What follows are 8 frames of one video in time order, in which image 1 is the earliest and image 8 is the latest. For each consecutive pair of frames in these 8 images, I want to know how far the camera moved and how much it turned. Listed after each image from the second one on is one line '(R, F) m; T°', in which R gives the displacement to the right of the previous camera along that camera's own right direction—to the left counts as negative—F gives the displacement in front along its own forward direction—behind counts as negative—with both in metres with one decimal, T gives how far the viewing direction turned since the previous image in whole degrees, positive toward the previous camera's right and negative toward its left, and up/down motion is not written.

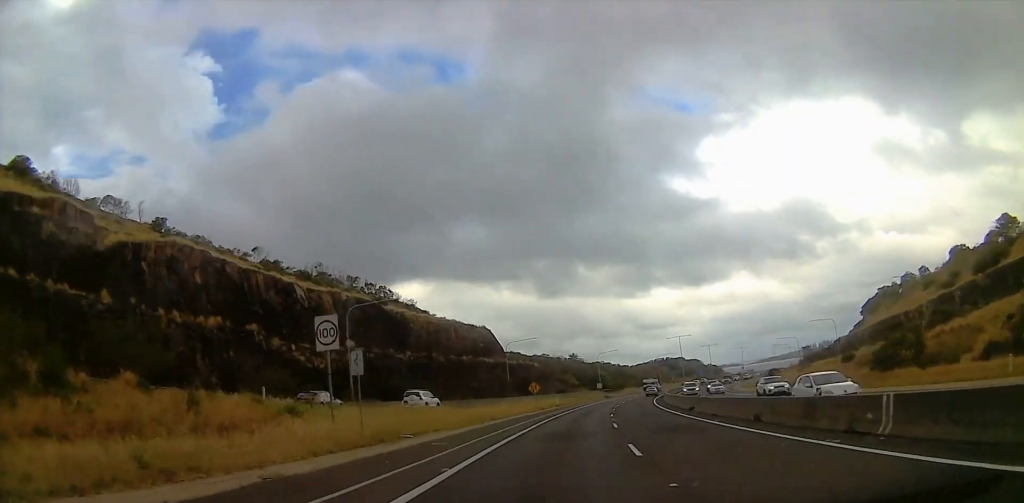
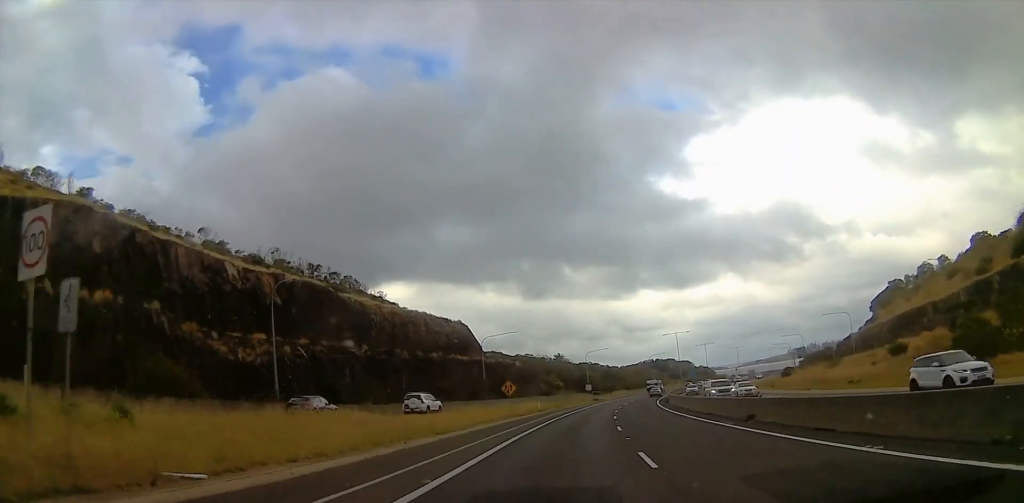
(-0.1, +13.8) m; +1°
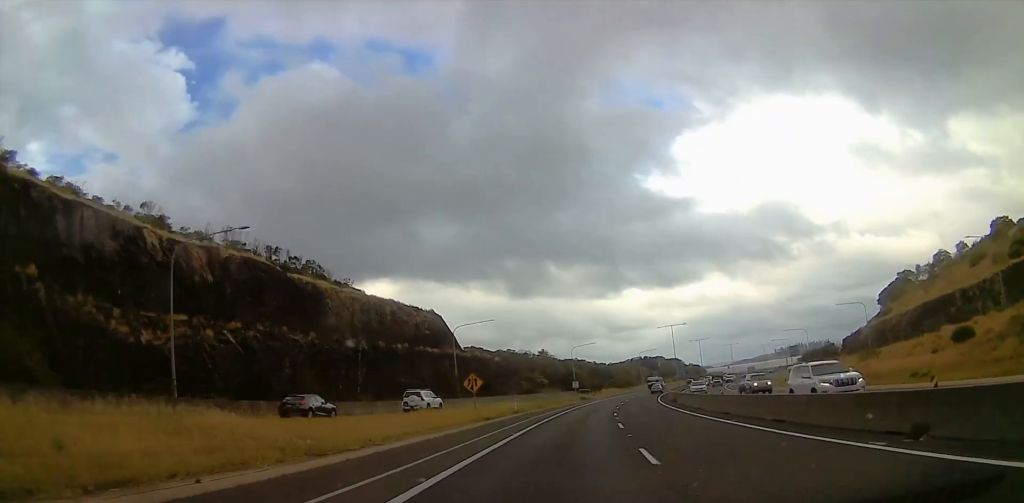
(+0.2, +12.7) m; +1°
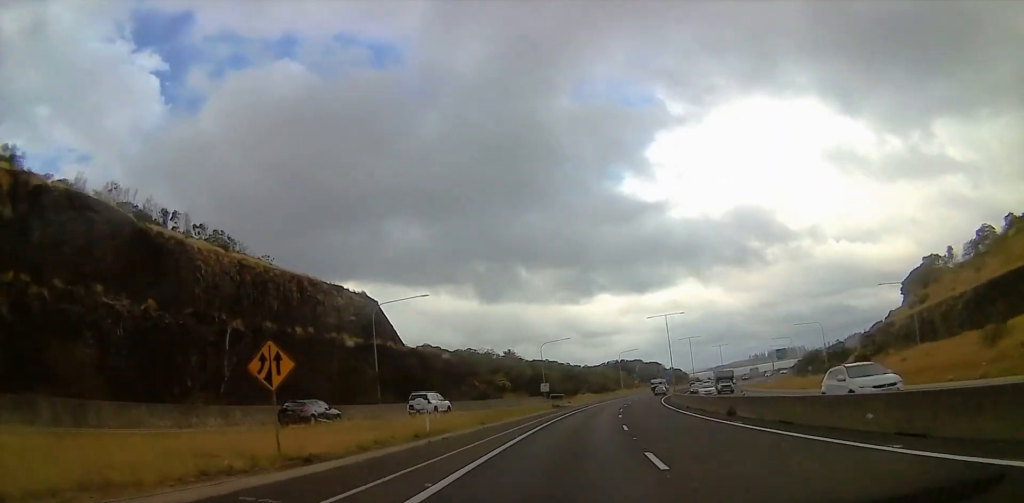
(+0.7, +24.3) m; +3°
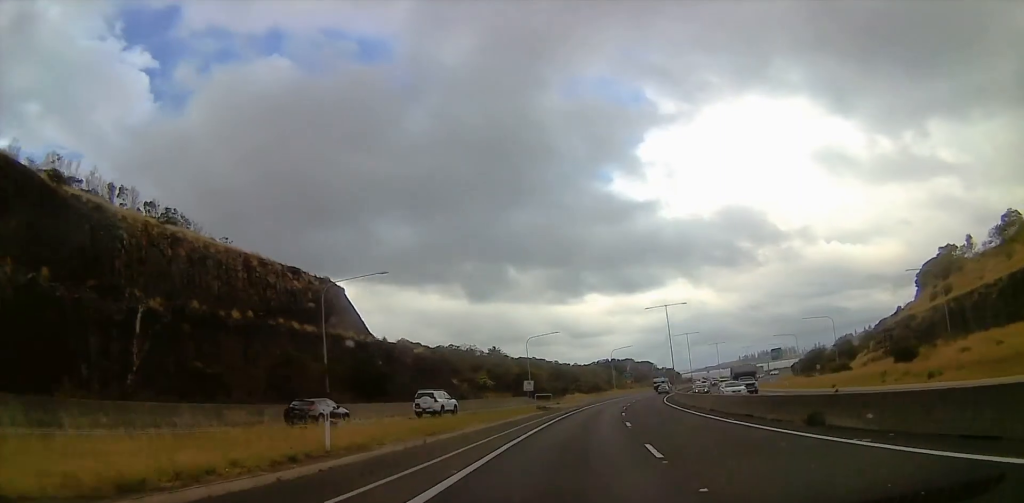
(+0.2, +10.6) m; +1°
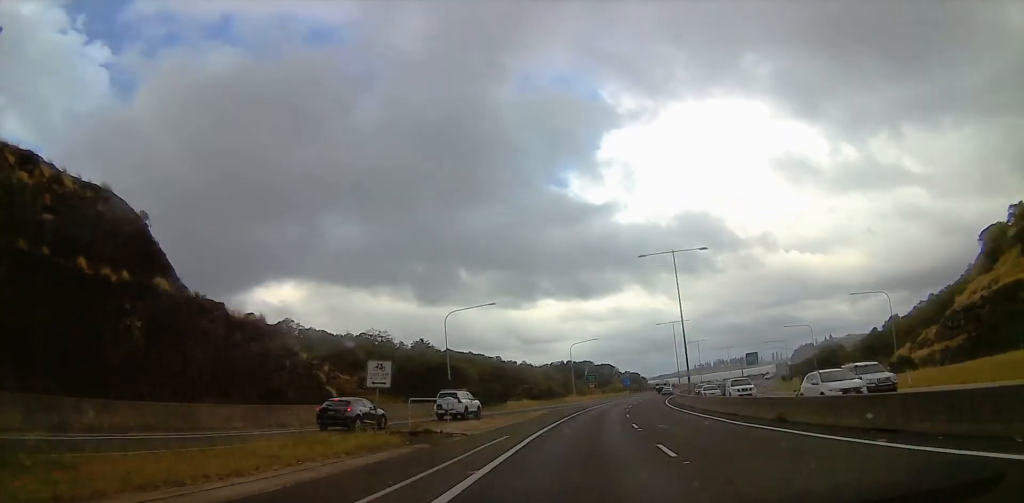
(+0.5, +36.1) m; +3°
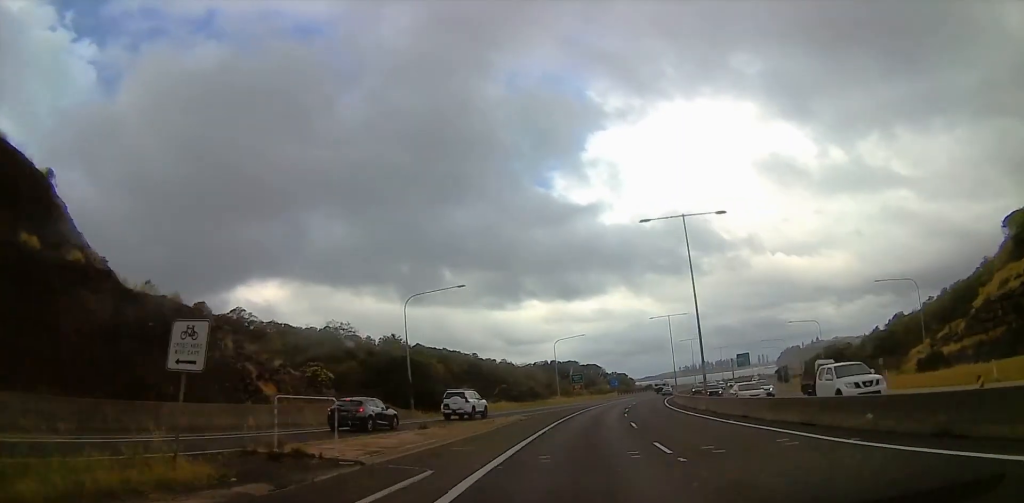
(+0.1, +11.2) m; +2°
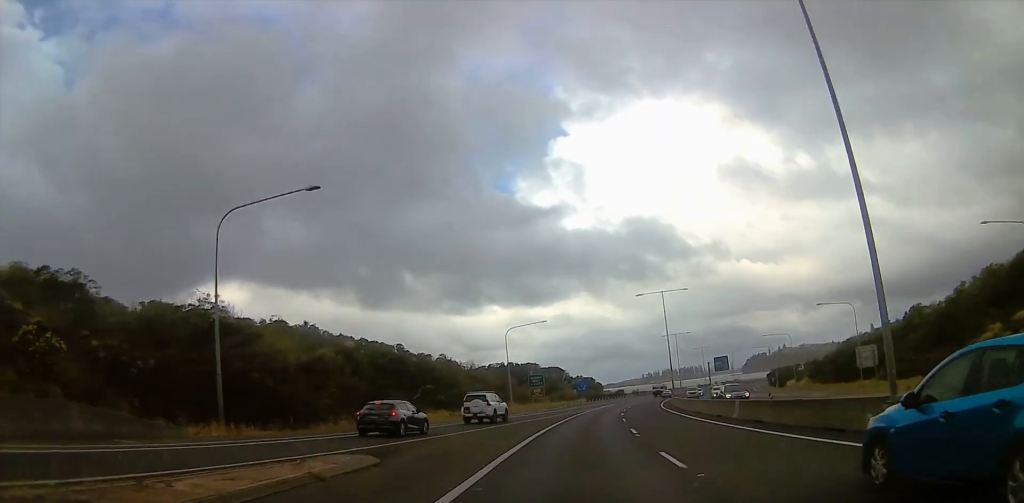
(+1.3, +26.6) m; +4°
